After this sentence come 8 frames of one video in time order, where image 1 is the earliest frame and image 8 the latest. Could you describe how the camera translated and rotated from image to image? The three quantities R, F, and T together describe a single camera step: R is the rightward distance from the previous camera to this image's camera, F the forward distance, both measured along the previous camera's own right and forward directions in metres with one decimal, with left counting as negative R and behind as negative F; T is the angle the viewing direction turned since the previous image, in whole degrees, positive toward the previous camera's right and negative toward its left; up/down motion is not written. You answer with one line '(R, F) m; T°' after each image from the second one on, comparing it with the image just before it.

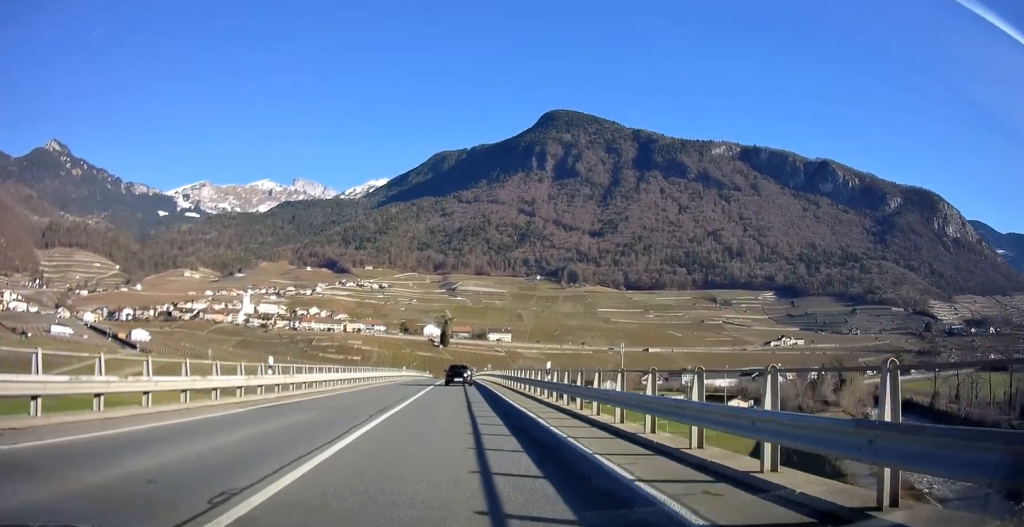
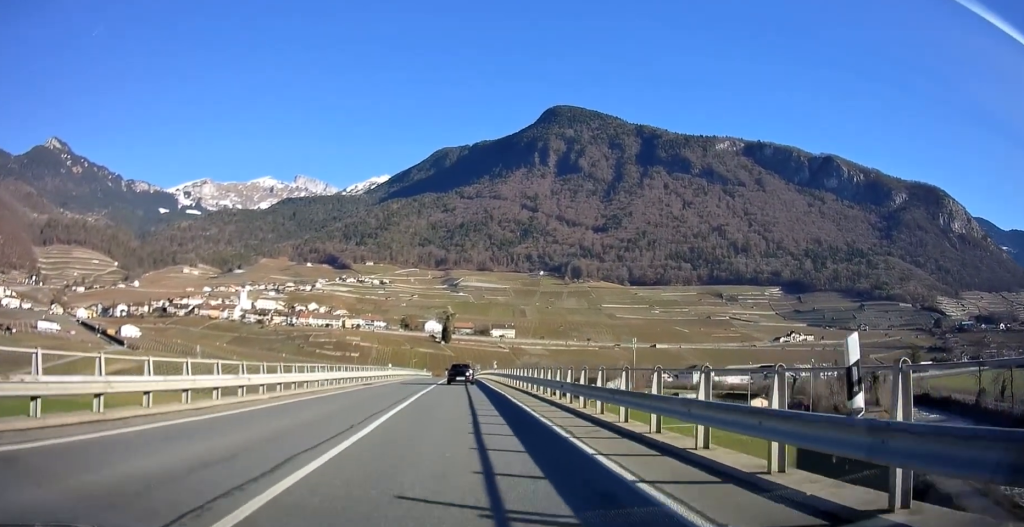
(+0.3, +16.3) m; +1°
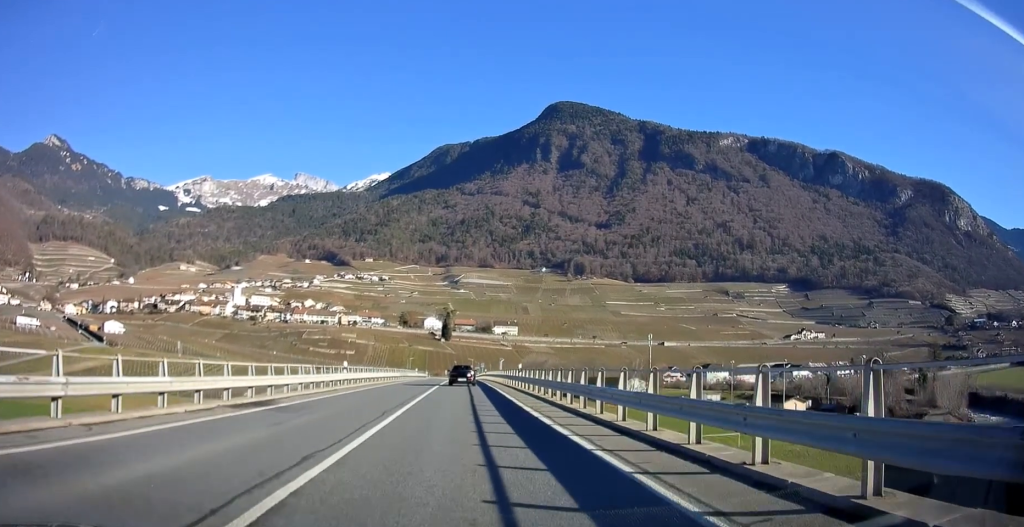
(-0.4, +22.5) m; -1°
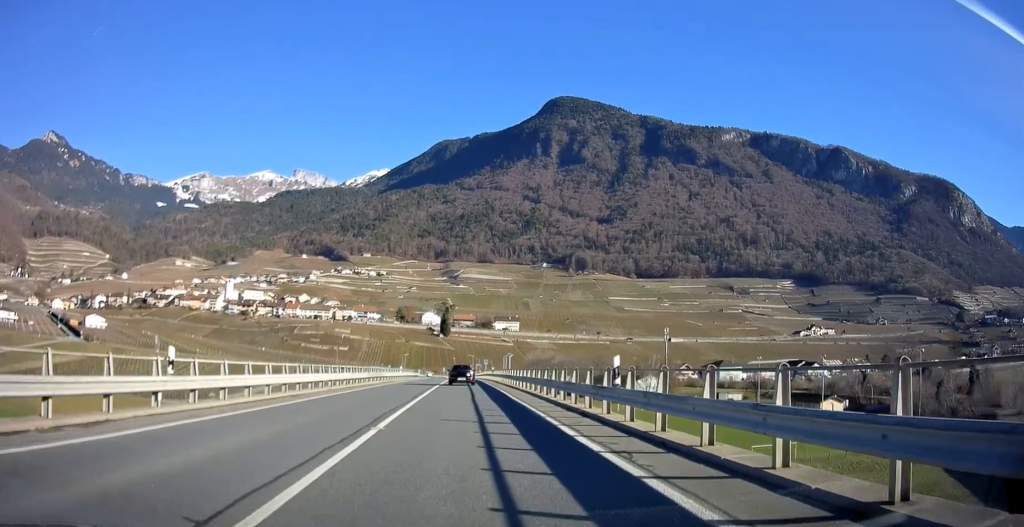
(+0.1, +20.3) m; +1°
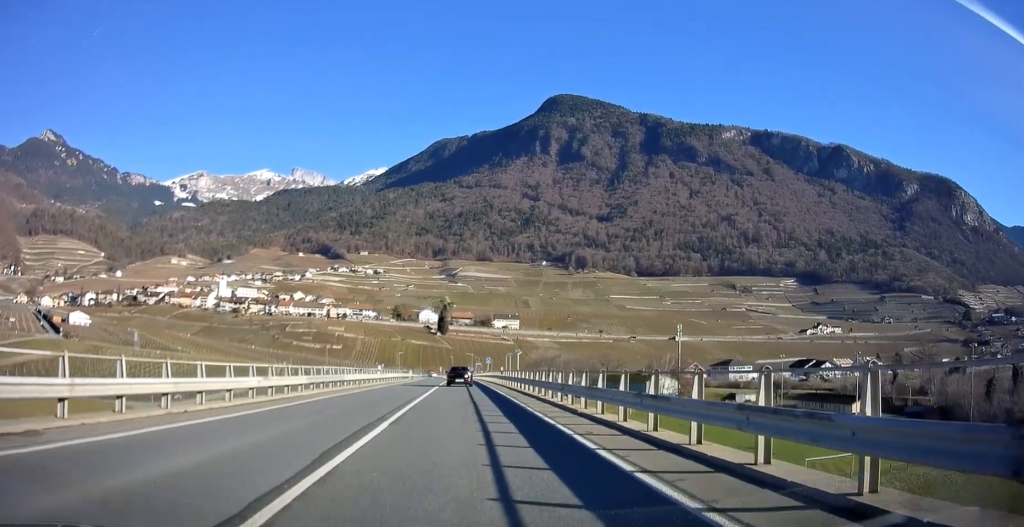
(+0.1, +15.6) m; 0°
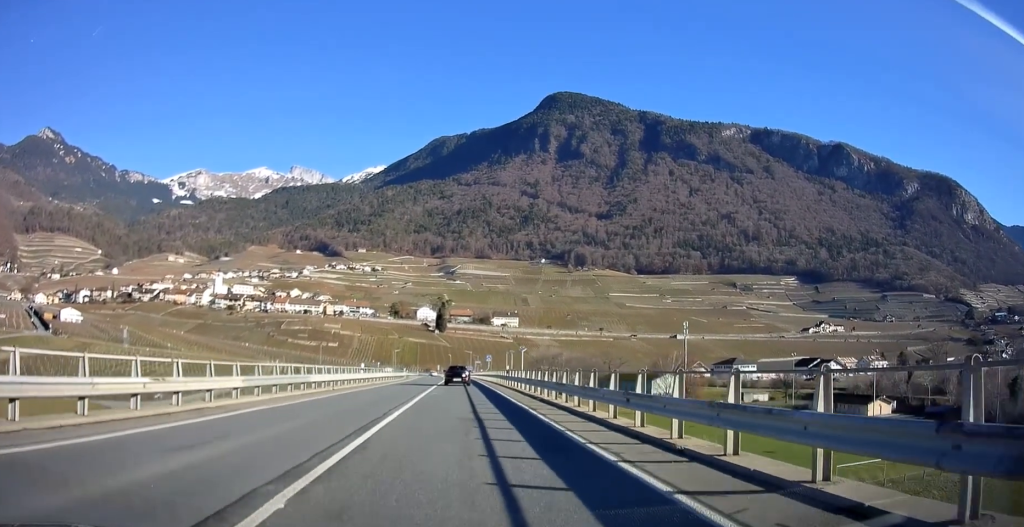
(0.0, +7.0) m; 0°
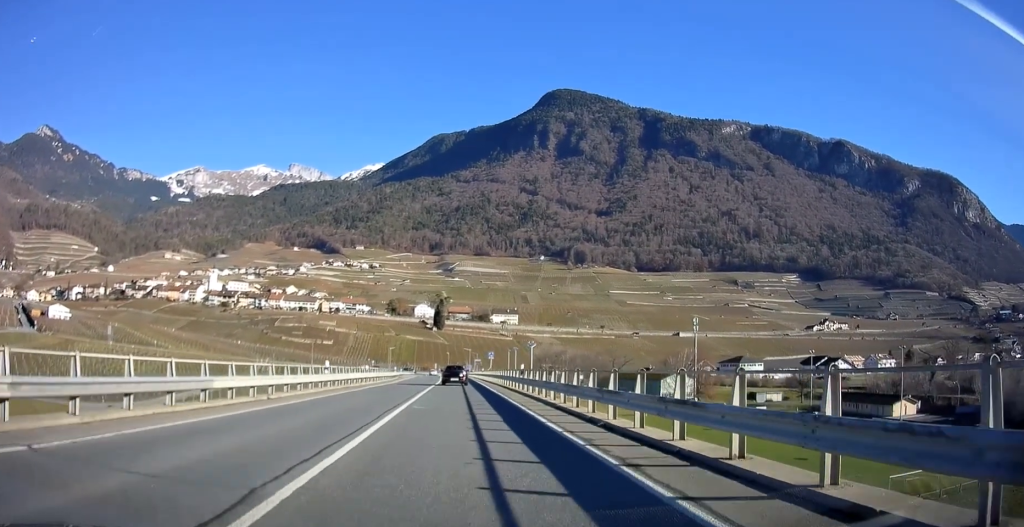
(-0.2, +9.9) m; 0°
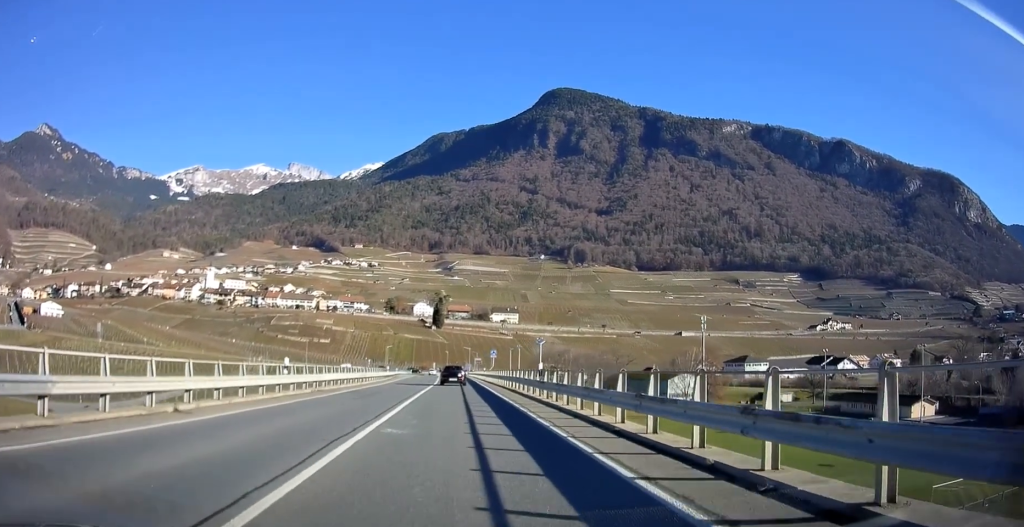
(0.0, +7.1) m; 0°
